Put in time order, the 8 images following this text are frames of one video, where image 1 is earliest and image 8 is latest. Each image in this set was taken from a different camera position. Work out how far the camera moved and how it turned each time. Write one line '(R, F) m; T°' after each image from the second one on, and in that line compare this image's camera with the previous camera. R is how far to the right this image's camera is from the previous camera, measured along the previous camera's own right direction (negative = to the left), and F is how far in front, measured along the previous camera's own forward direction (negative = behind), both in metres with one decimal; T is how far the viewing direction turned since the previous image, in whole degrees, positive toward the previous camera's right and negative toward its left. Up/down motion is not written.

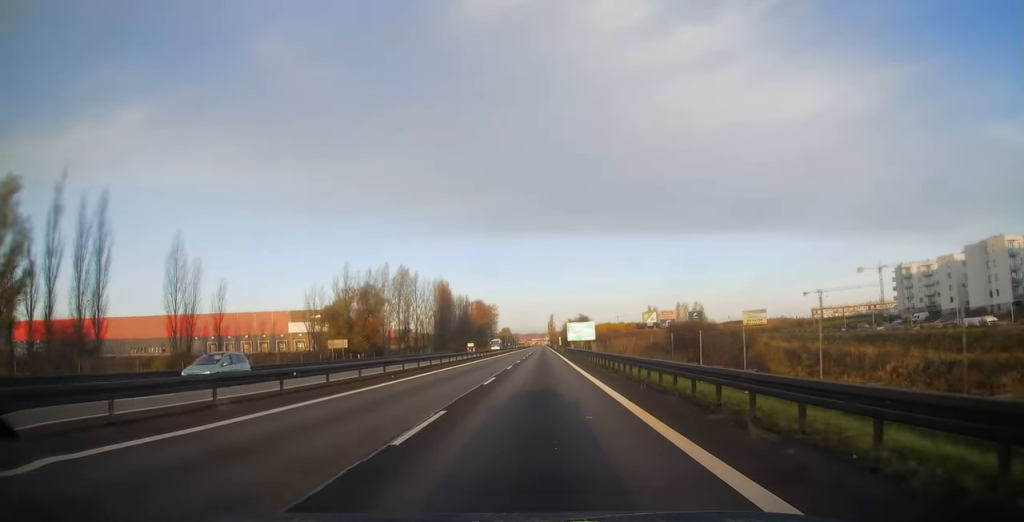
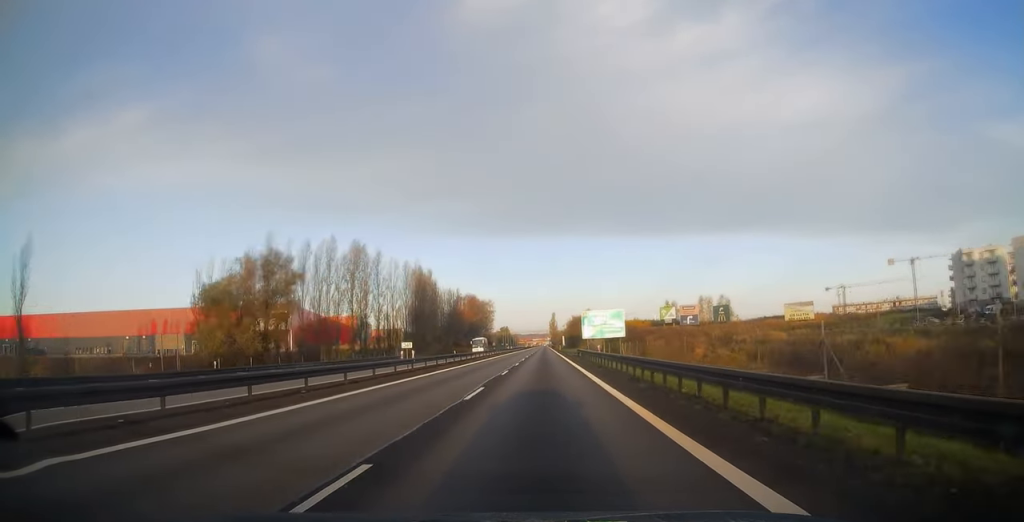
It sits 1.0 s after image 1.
(0.0, +30.3) m; 0°
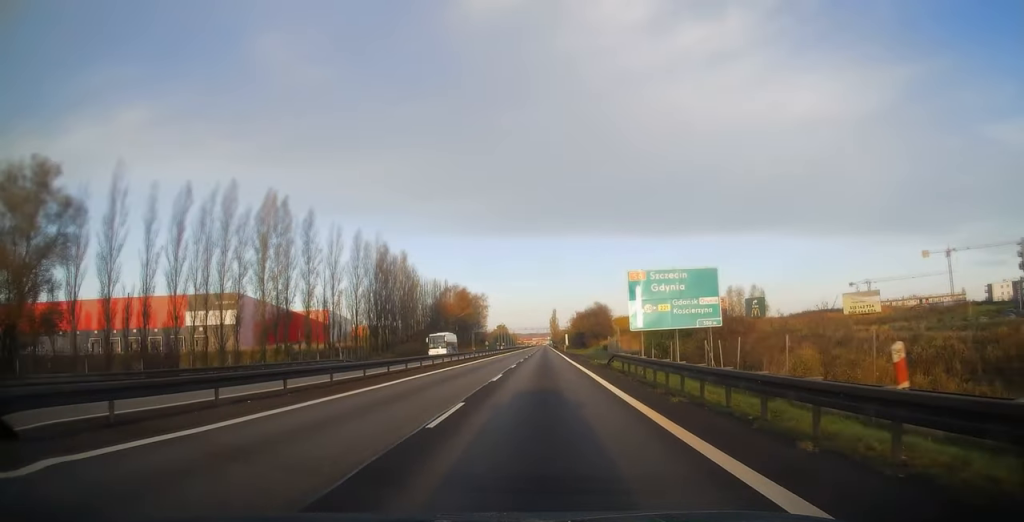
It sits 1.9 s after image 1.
(0.0, +29.7) m; 0°
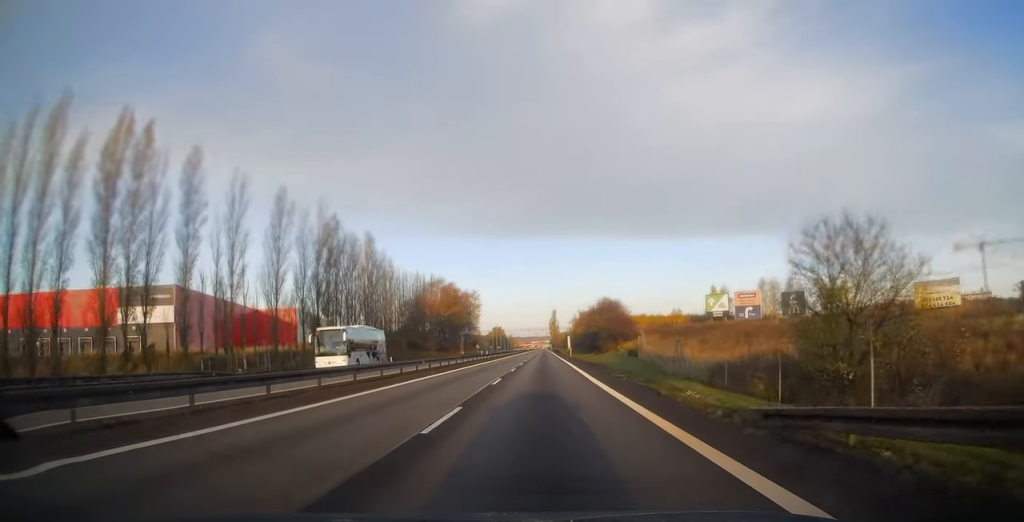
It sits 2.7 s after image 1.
(0.0, +25.1) m; 0°
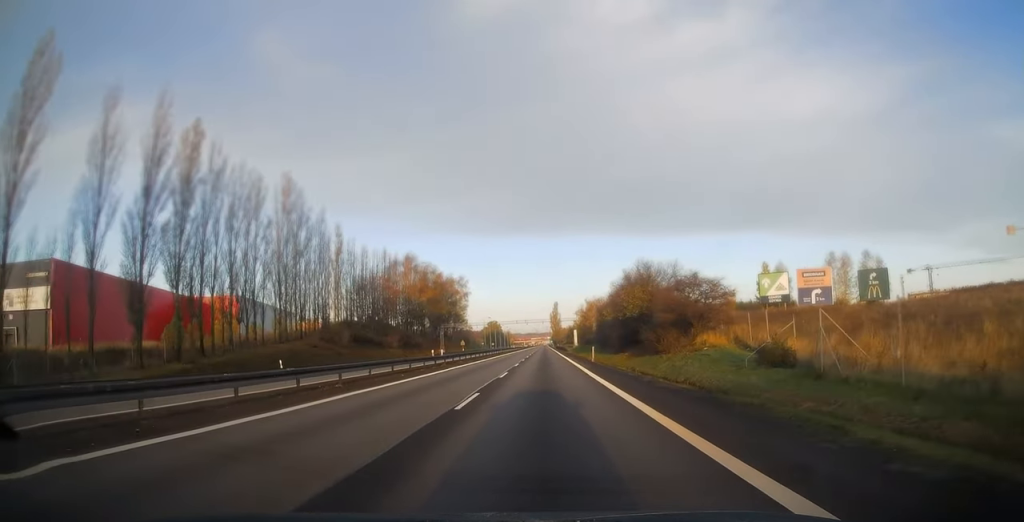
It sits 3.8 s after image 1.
(-0.1, +33.9) m; 0°
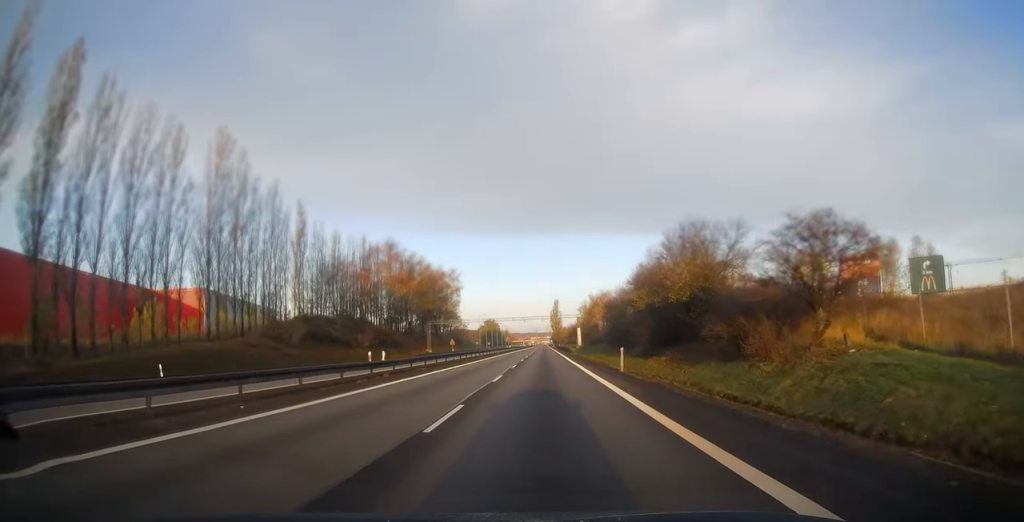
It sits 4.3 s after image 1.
(0.0, +15.6) m; 0°
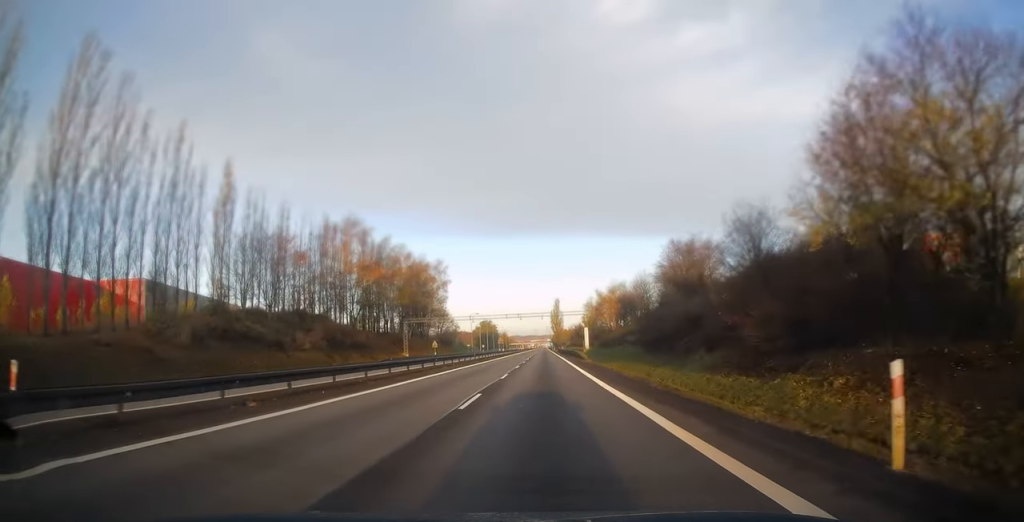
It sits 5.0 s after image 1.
(+0.1, +20.8) m; 0°
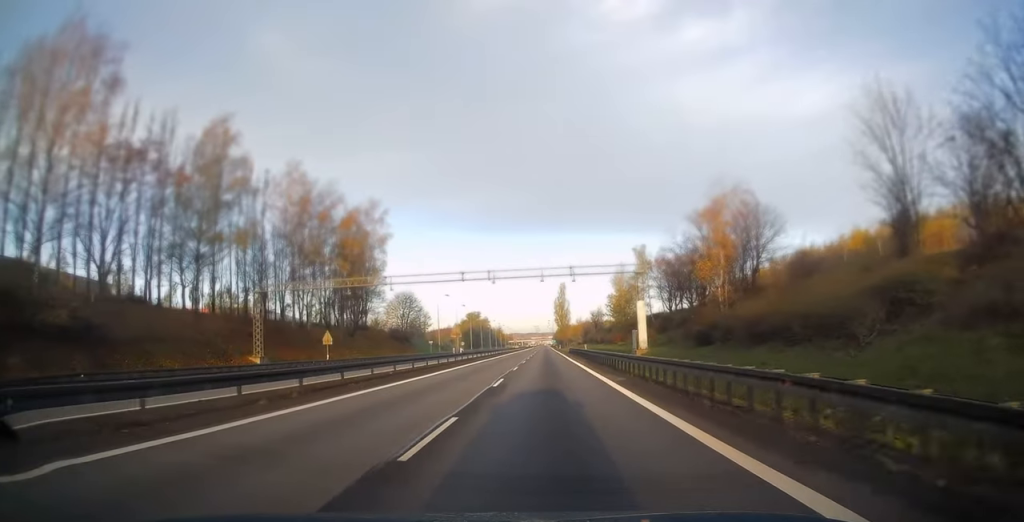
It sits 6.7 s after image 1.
(0.0, +55.5) m; 0°
